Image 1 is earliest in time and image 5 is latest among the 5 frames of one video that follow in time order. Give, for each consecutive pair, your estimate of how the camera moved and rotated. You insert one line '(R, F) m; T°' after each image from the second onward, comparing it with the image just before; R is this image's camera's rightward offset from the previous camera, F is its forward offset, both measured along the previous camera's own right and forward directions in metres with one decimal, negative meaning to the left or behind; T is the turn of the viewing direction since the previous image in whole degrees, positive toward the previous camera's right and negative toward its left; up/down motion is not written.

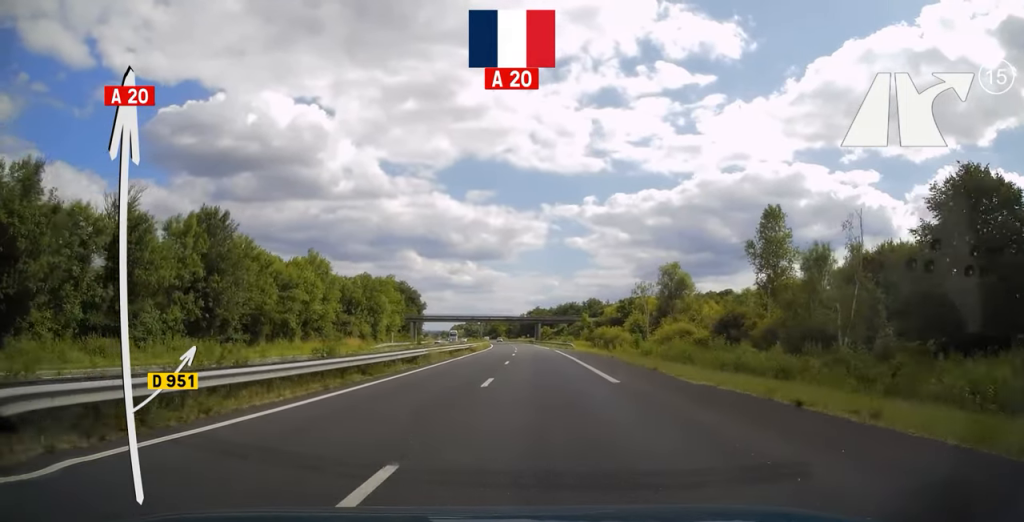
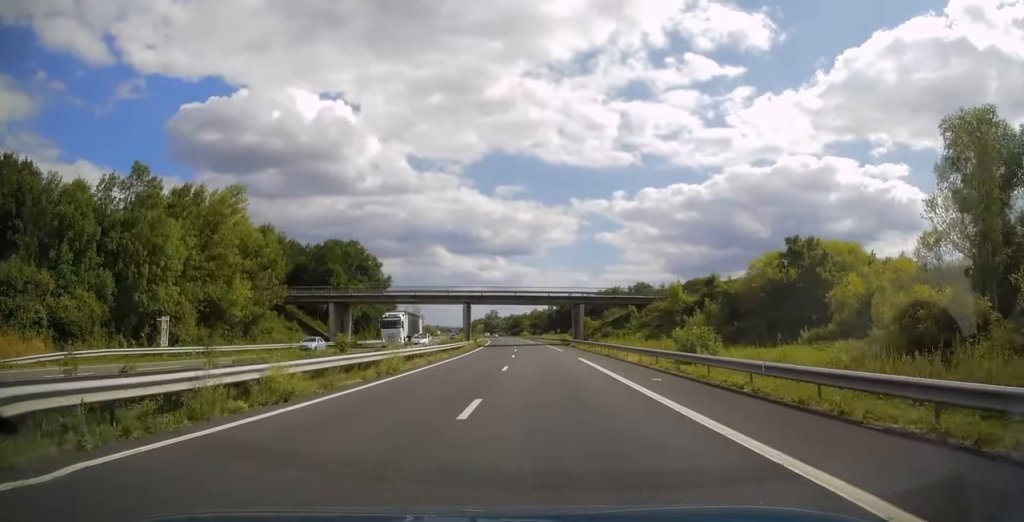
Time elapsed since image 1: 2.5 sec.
(-1.8, +72.9) m; -3°
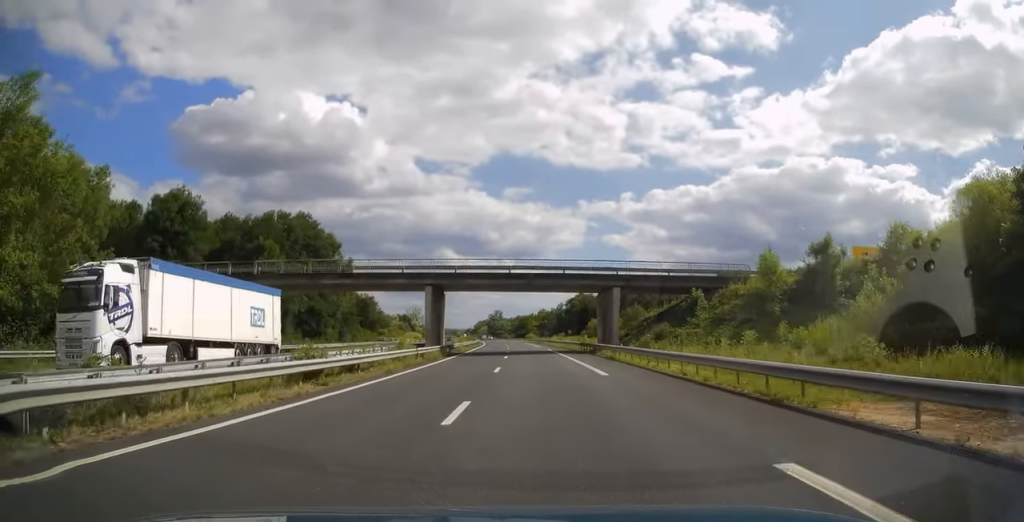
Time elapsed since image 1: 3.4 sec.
(-0.2, +27.6) m; -1°
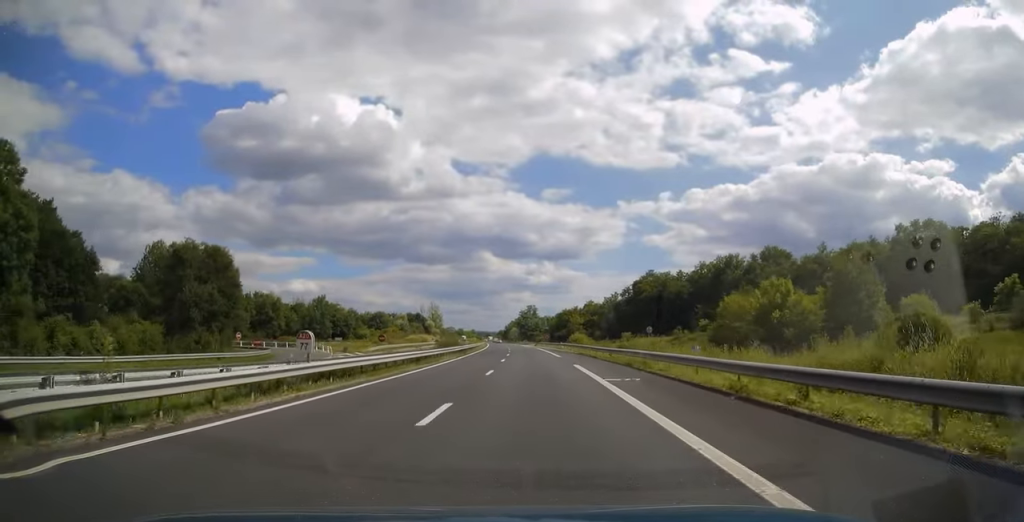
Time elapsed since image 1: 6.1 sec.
(-3.2, +80.8) m; -4°
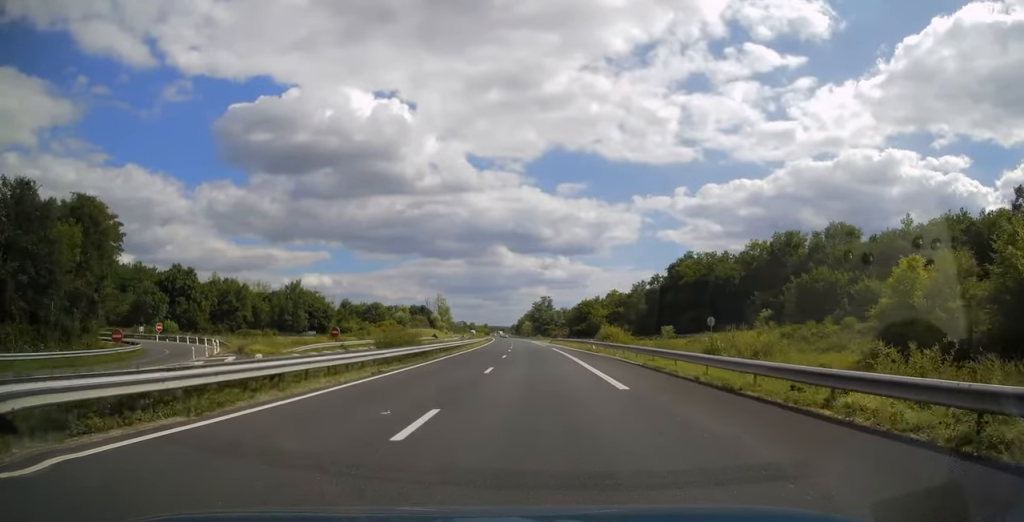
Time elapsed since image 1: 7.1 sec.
(-0.2, +28.5) m; -1°
